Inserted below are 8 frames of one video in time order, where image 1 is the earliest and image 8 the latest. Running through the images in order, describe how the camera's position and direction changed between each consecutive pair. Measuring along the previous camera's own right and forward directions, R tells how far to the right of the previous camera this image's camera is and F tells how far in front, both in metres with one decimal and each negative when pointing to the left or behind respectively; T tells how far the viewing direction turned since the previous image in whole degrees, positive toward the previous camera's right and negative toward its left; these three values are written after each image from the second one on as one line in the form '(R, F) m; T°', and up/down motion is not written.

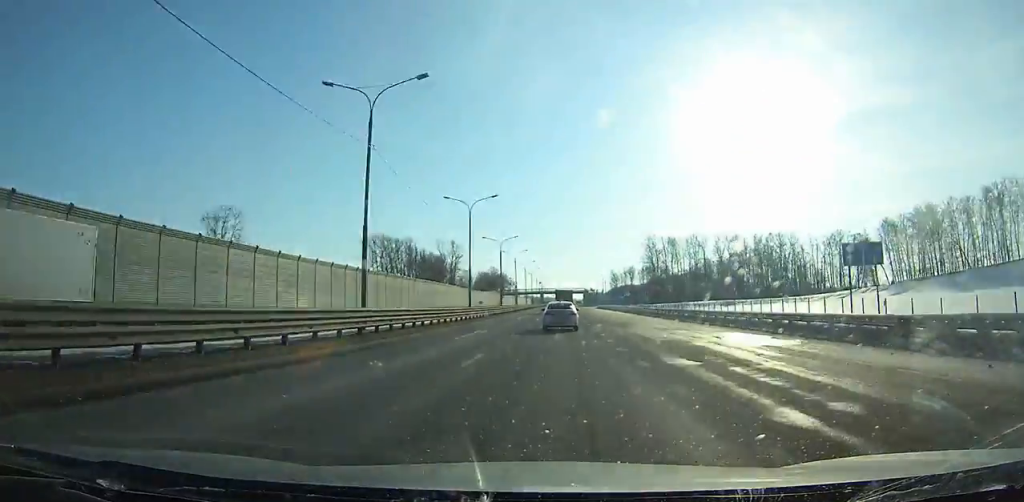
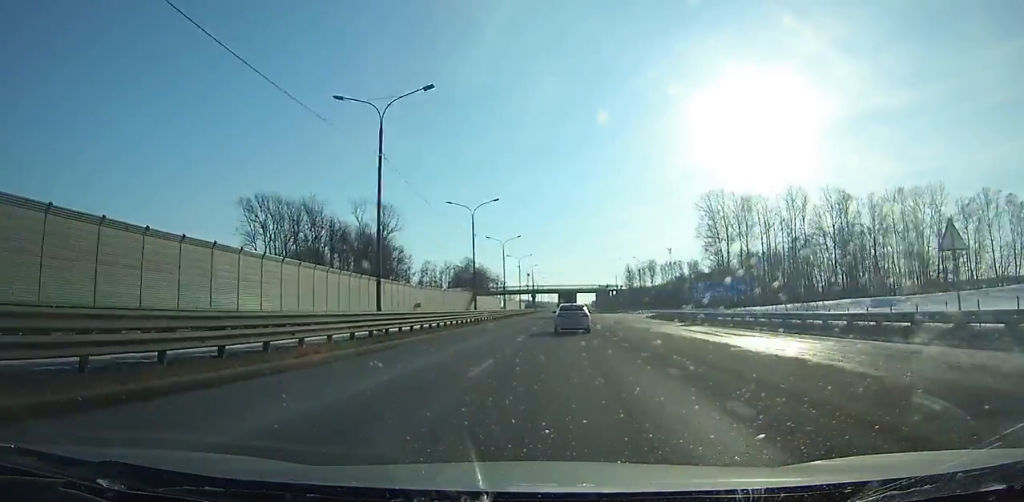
(-0.2, +83.0) m; 0°
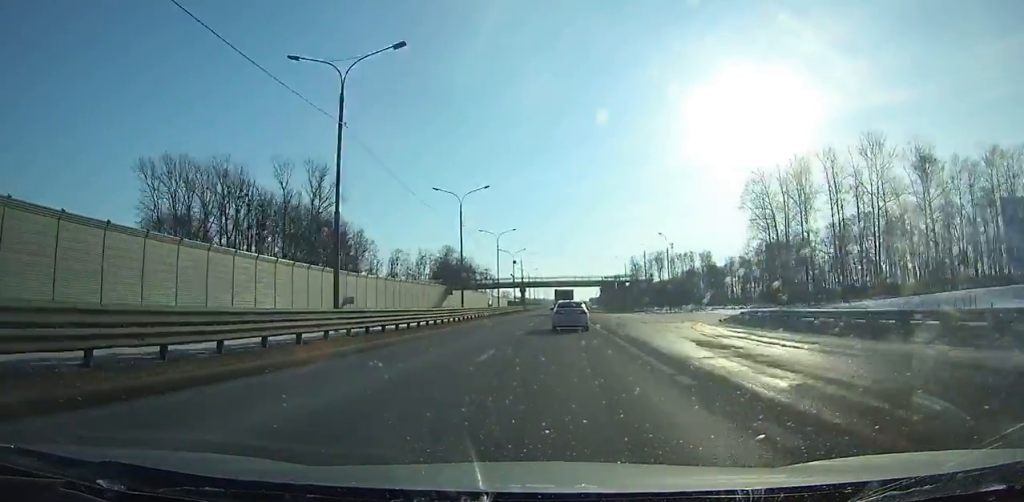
(+0.1, +33.7) m; 0°
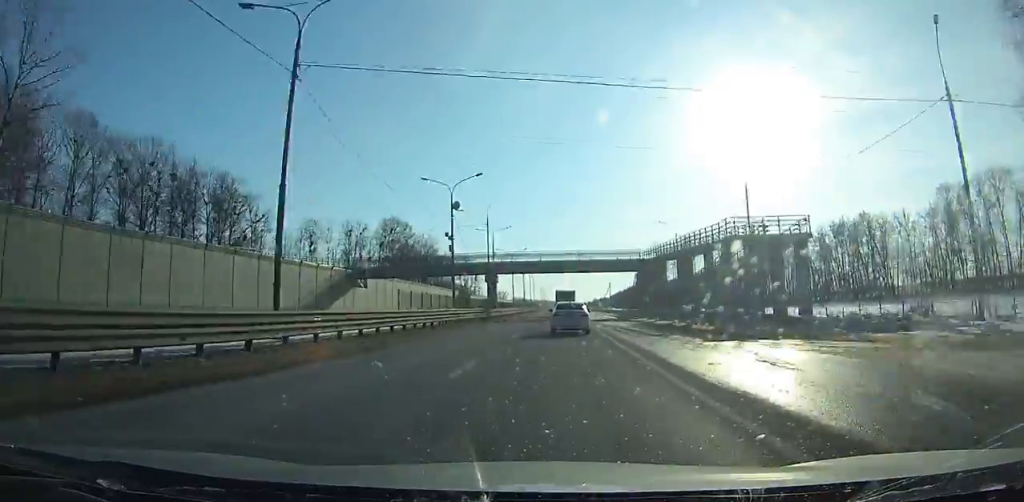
(+0.1, +62.1) m; 0°
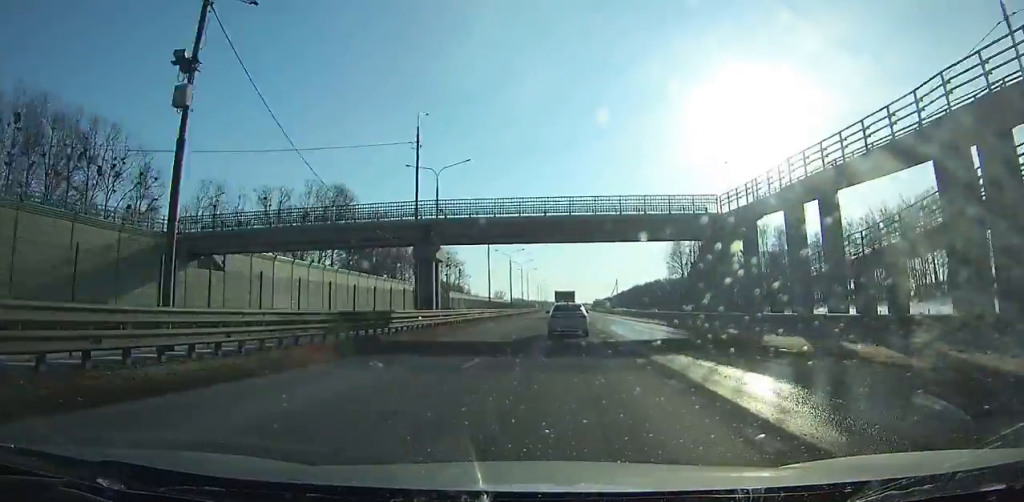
(-0.1, +33.0) m; 0°
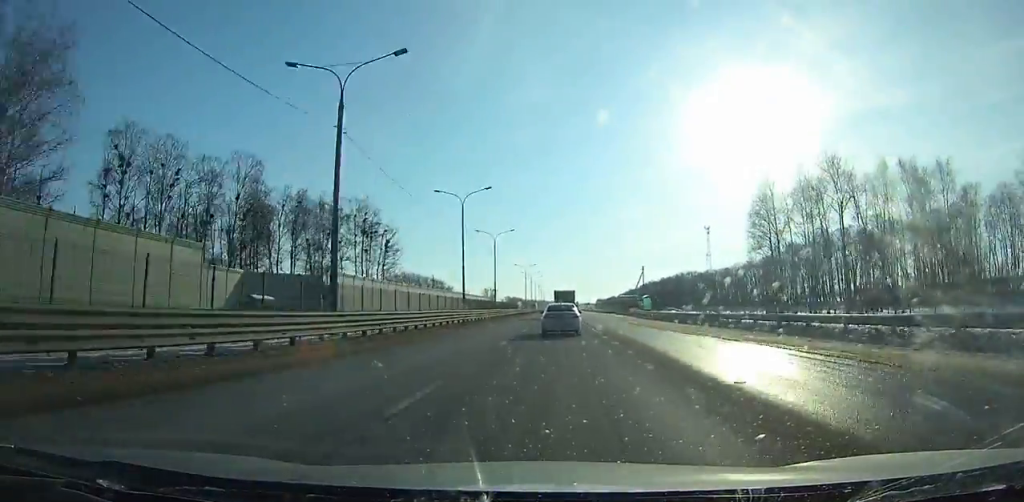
(0.0, +76.9) m; 0°
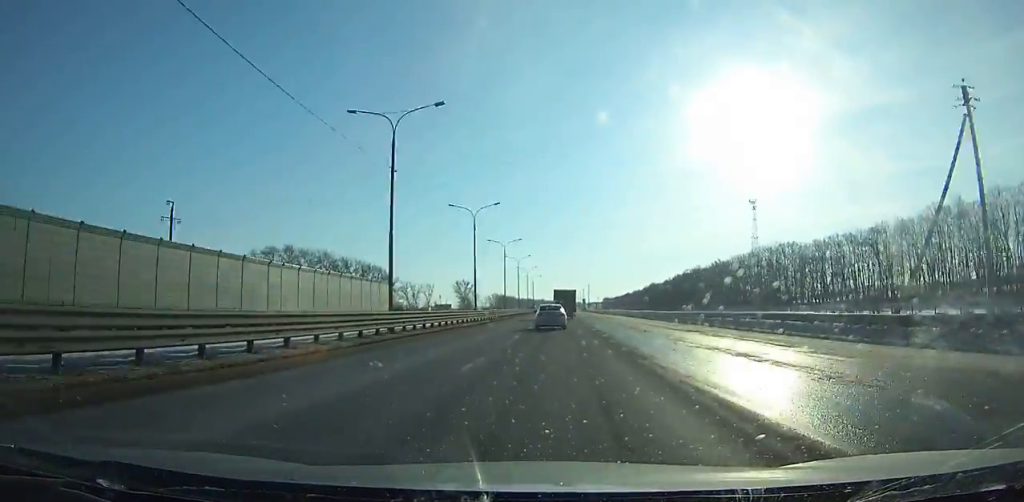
(+0.1, +139.6) m; -1°
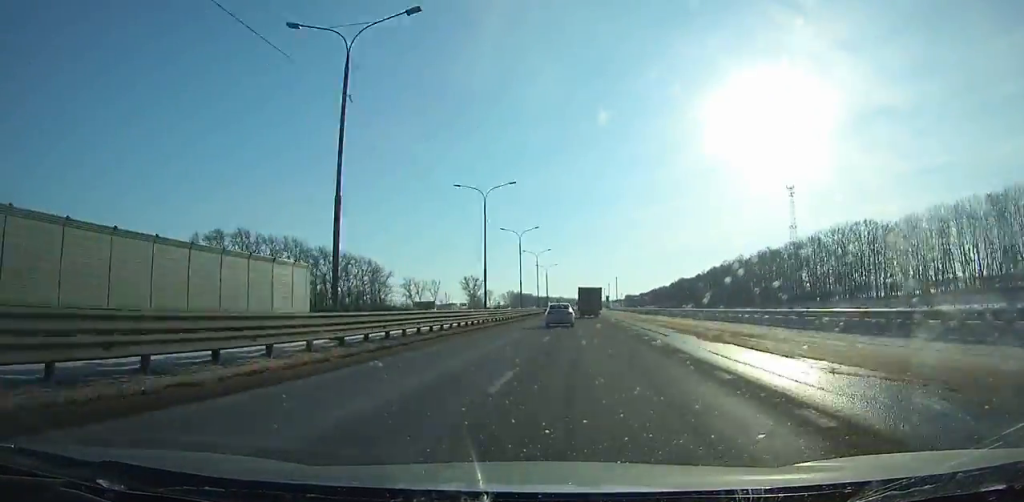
(-0.3, +40.9) m; 0°
